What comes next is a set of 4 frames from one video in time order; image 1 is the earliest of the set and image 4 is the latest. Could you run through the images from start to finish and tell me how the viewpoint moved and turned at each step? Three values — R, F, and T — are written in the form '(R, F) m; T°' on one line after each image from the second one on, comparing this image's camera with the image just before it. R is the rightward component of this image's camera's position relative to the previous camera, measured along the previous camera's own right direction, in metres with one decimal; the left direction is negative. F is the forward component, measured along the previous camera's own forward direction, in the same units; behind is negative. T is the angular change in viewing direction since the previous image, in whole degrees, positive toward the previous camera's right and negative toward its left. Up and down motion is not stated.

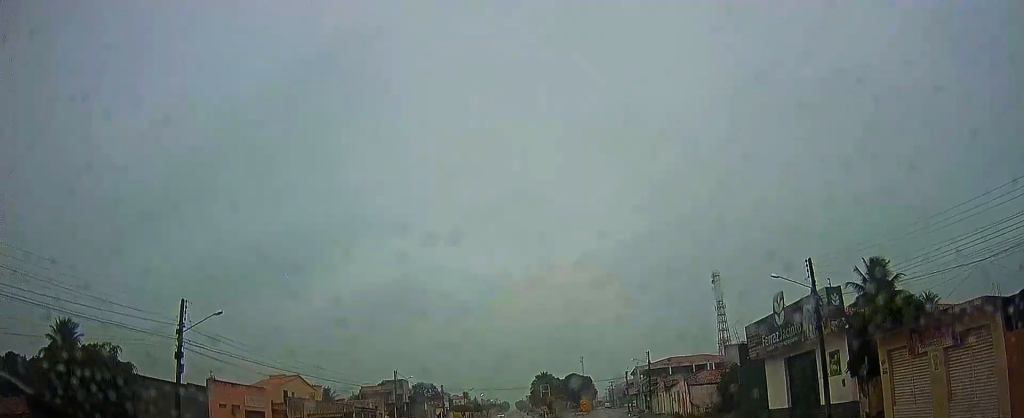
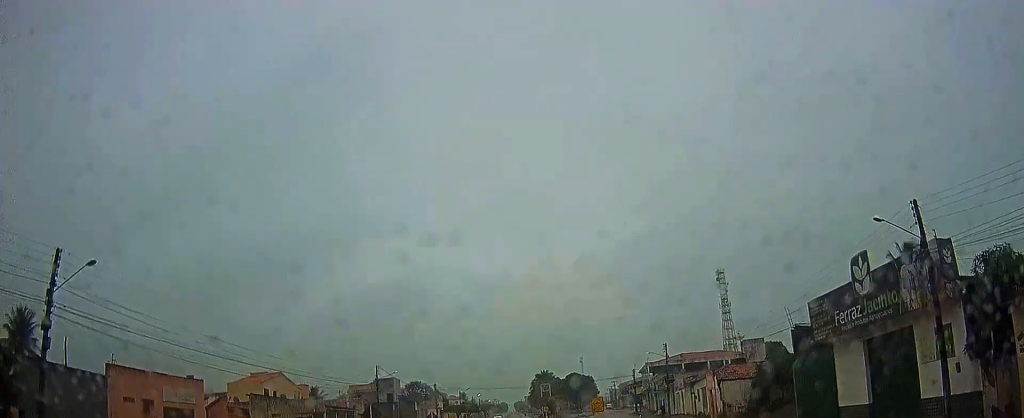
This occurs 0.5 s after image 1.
(0.0, +8.5) m; 0°
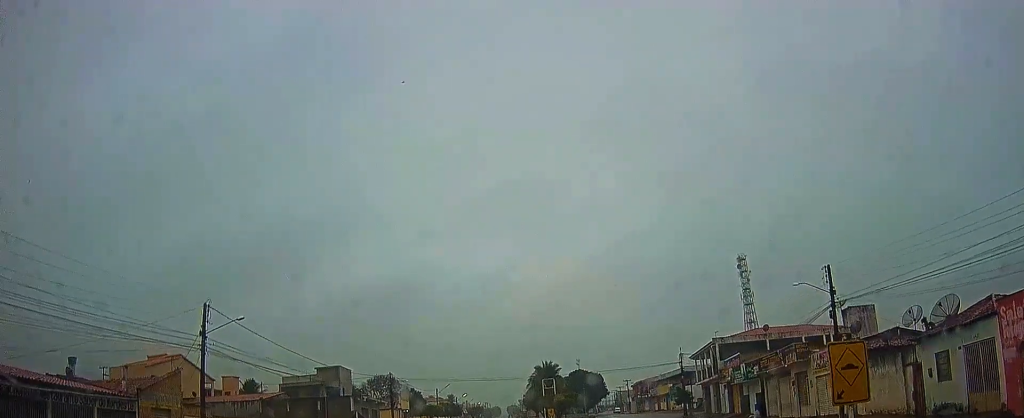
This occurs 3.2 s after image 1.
(-0.1, +36.6) m; 0°
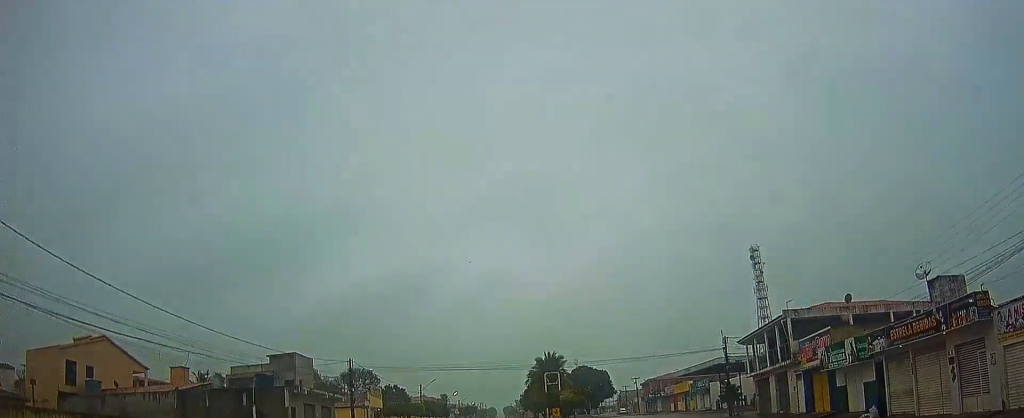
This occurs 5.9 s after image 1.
(+0.1, +18.9) m; 0°
